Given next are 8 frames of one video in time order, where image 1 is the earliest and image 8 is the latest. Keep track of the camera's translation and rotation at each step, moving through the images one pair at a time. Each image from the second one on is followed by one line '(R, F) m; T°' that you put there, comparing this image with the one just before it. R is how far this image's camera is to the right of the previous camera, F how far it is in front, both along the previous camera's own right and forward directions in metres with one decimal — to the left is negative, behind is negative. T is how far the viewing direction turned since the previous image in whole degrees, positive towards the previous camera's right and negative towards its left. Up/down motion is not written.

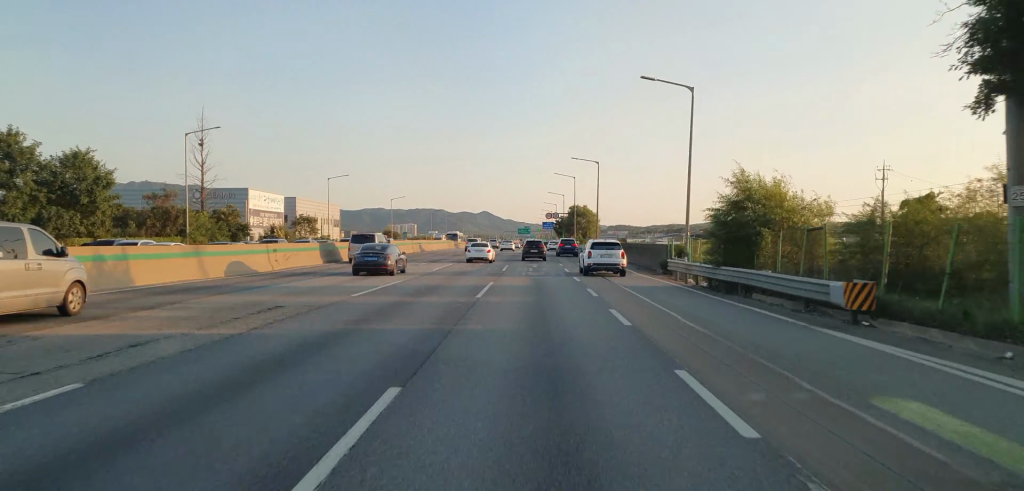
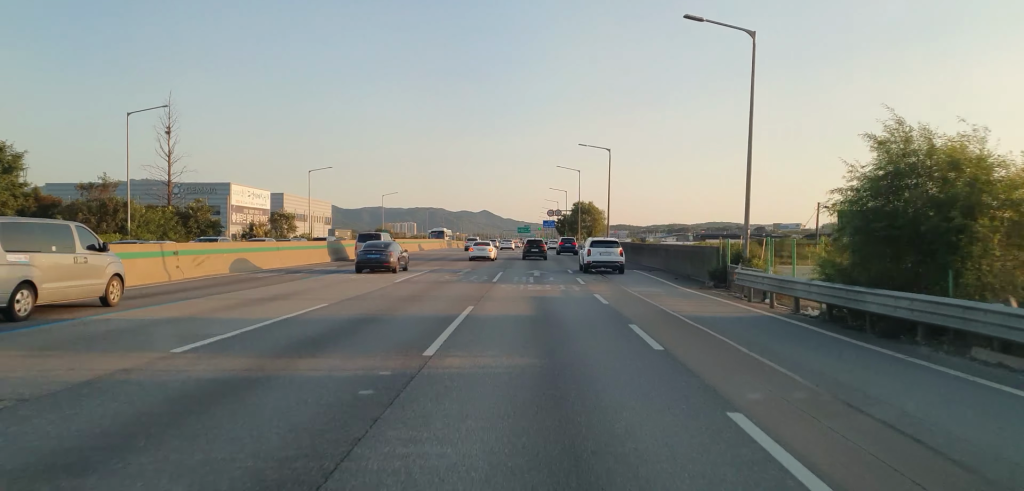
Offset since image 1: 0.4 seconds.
(+0.1, +11.3) m; 0°
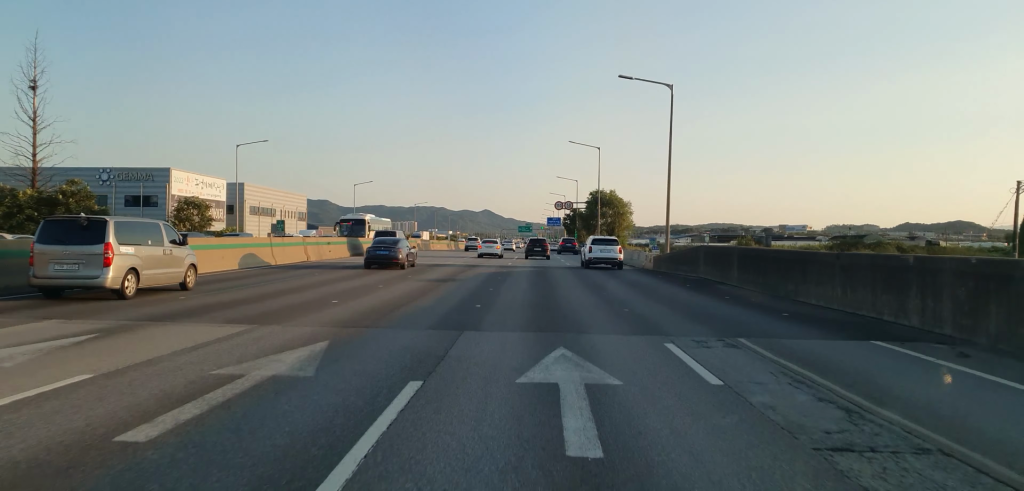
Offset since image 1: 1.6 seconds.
(+0.1, +29.5) m; 0°
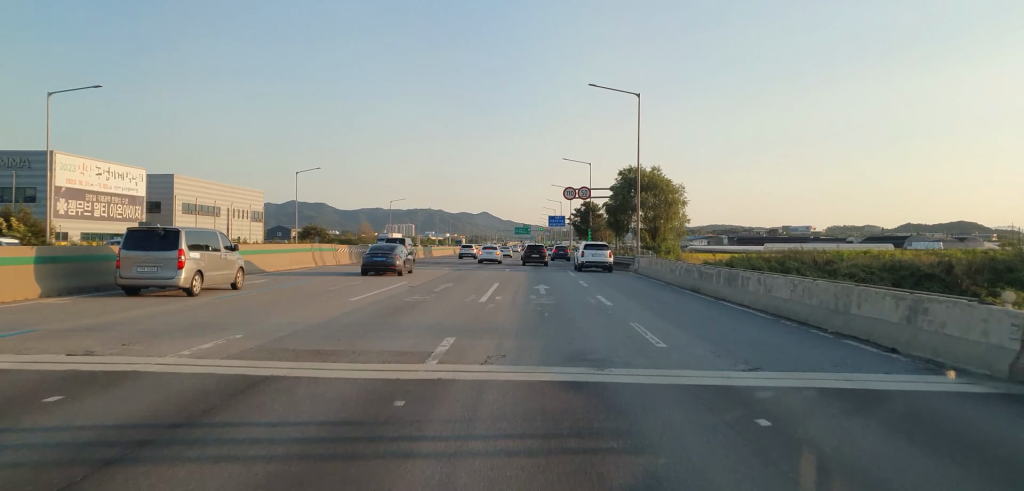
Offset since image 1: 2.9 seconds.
(-0.3, +33.8) m; -1°
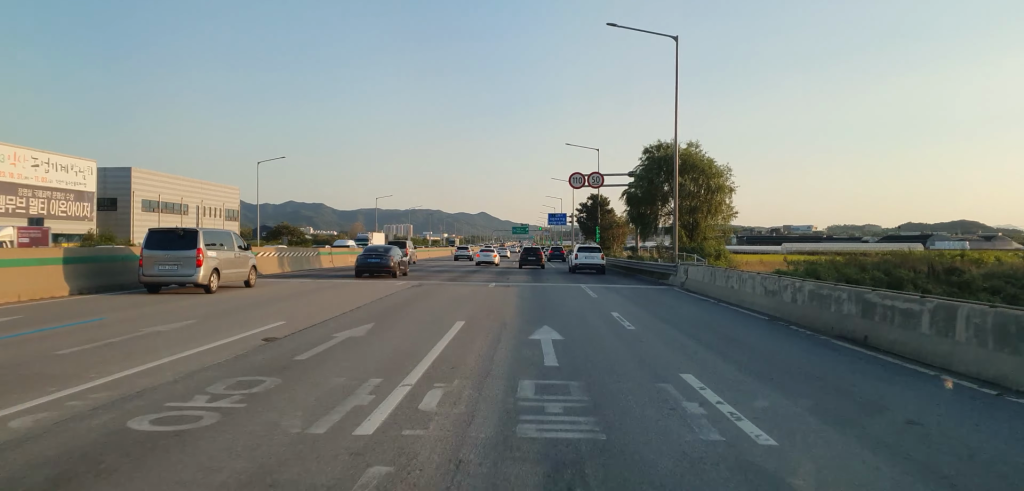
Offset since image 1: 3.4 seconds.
(-0.2, +14.7) m; 0°
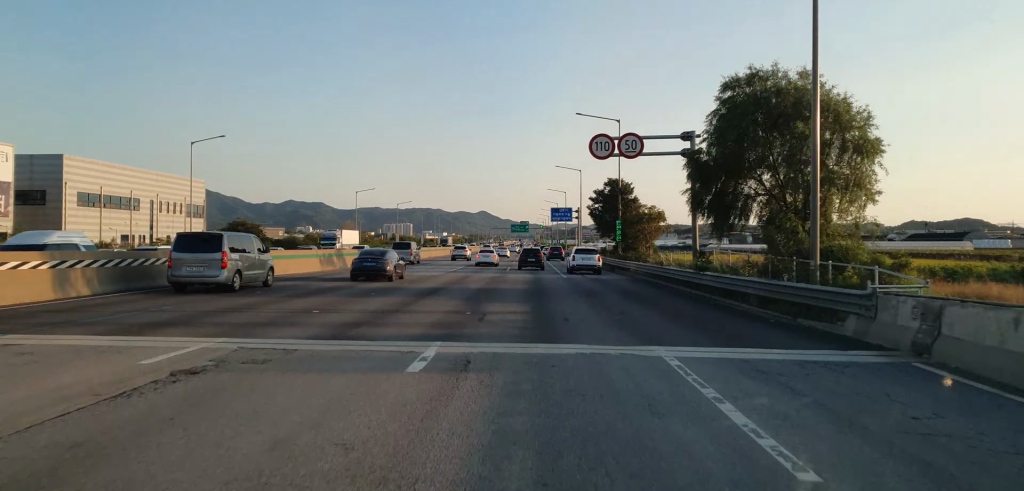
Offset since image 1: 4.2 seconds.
(+0.2, +19.0) m; +1°
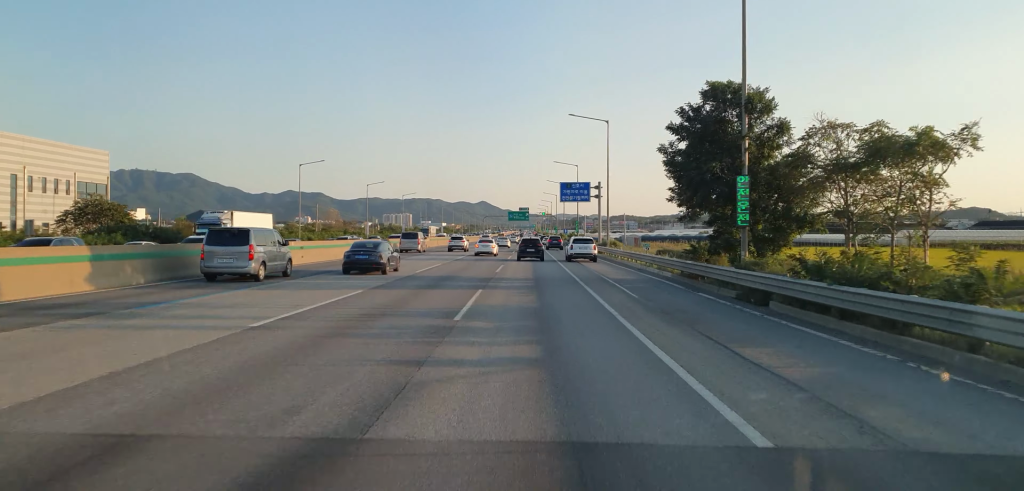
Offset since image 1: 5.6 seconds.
(+0.3, +36.3) m; 0°
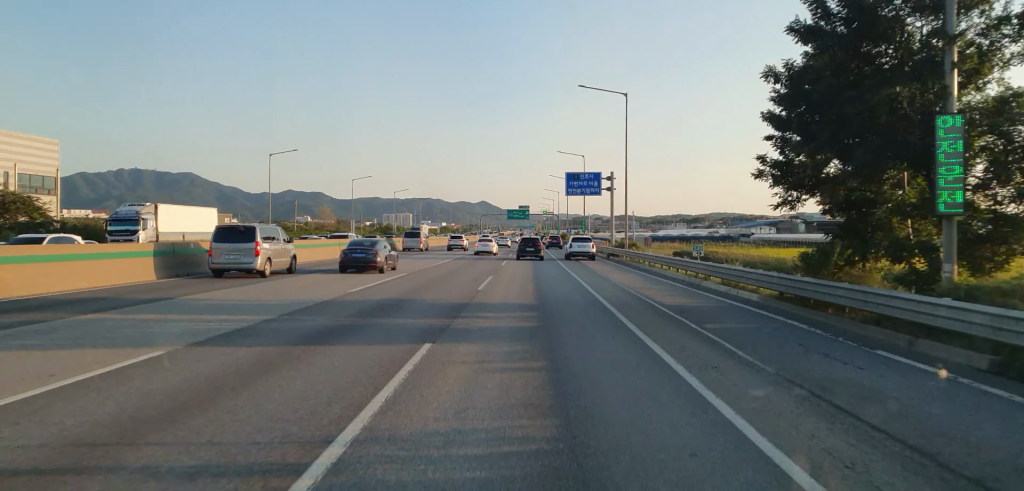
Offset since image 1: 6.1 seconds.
(0.0, +13.0) m; 0°
